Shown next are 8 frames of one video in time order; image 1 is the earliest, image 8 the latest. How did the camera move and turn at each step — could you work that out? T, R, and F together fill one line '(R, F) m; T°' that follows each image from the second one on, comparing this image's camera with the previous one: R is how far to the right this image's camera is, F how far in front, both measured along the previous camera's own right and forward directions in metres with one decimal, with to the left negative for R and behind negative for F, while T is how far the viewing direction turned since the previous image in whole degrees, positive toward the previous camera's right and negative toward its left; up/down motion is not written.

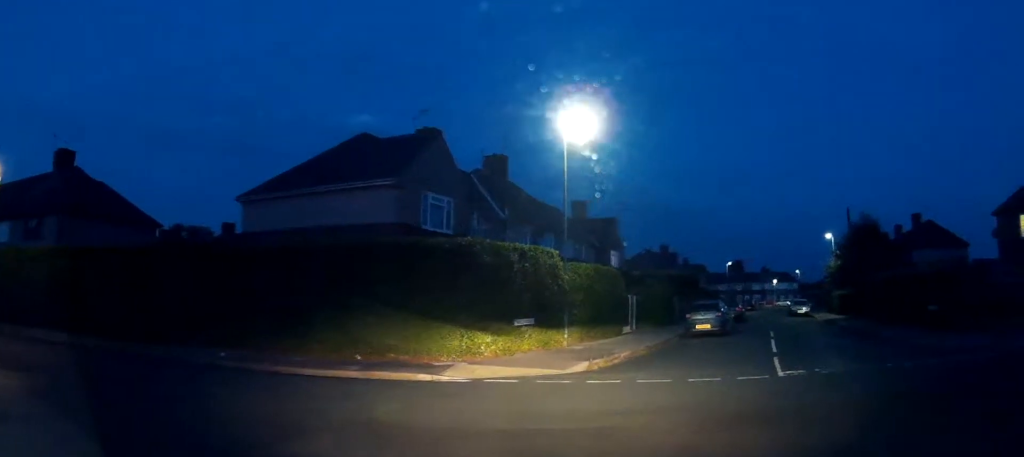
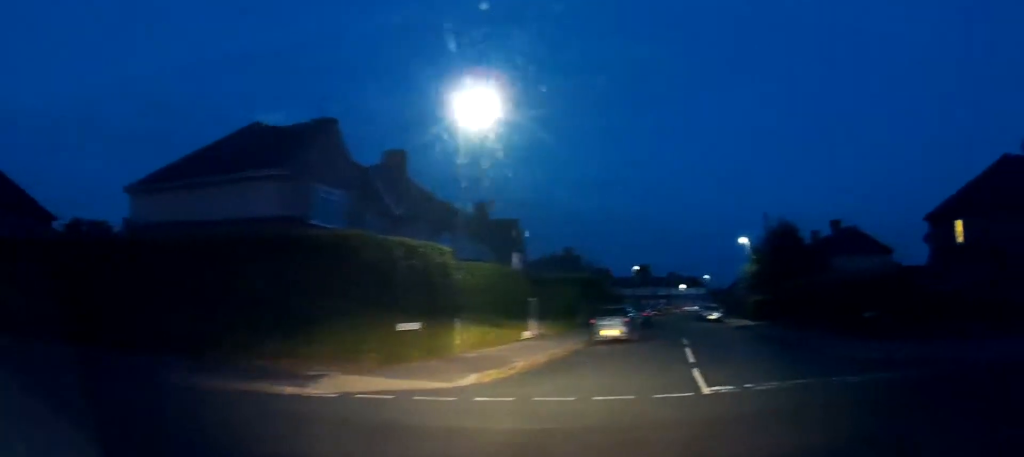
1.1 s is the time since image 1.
(-0.1, +1.5) m; +13°
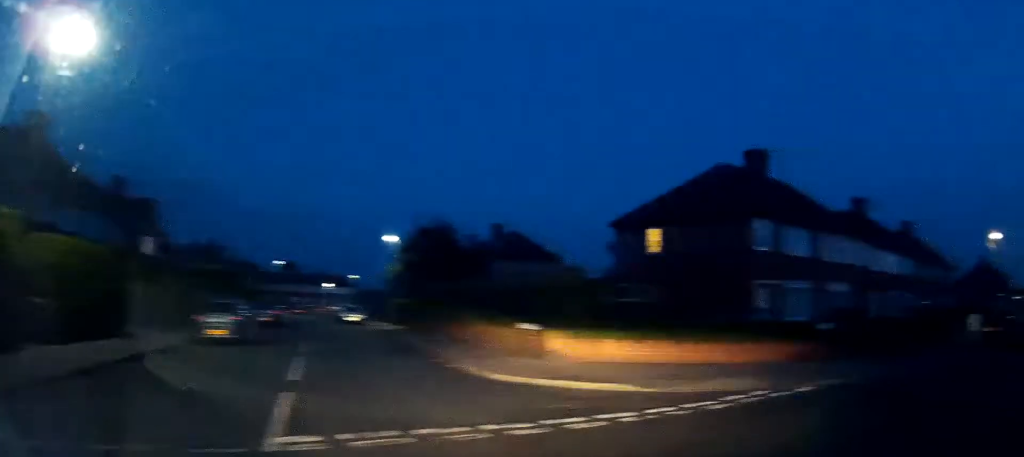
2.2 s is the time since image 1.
(+0.7, +2.5) m; +34°
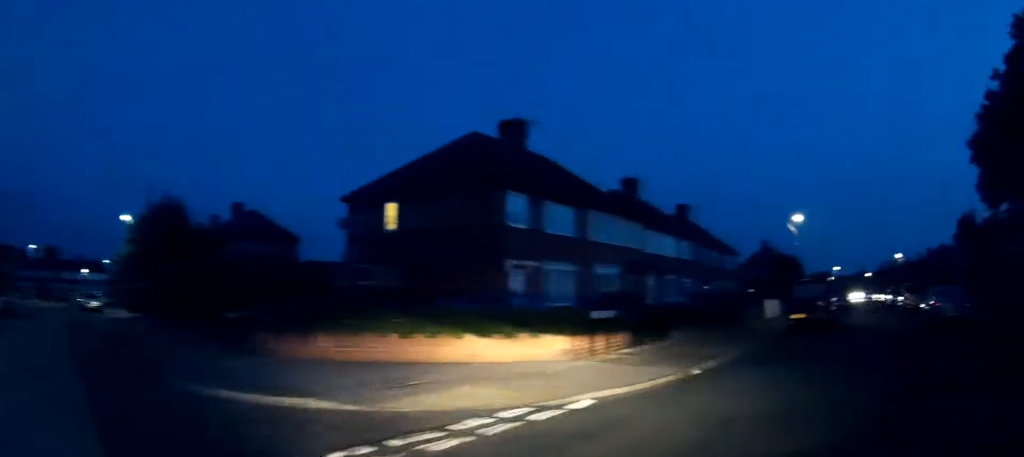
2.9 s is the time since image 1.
(+0.4, +2.0) m; +20°
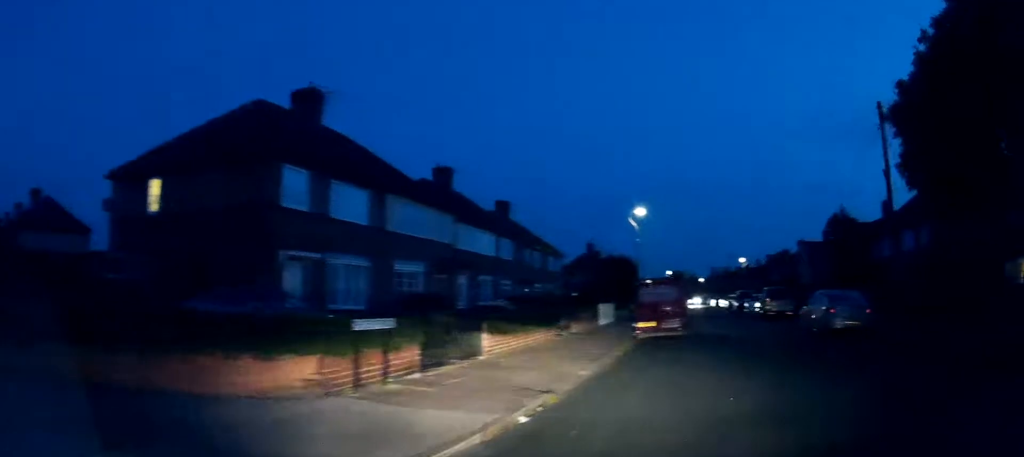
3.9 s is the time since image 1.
(+0.7, +3.3) m; +16°
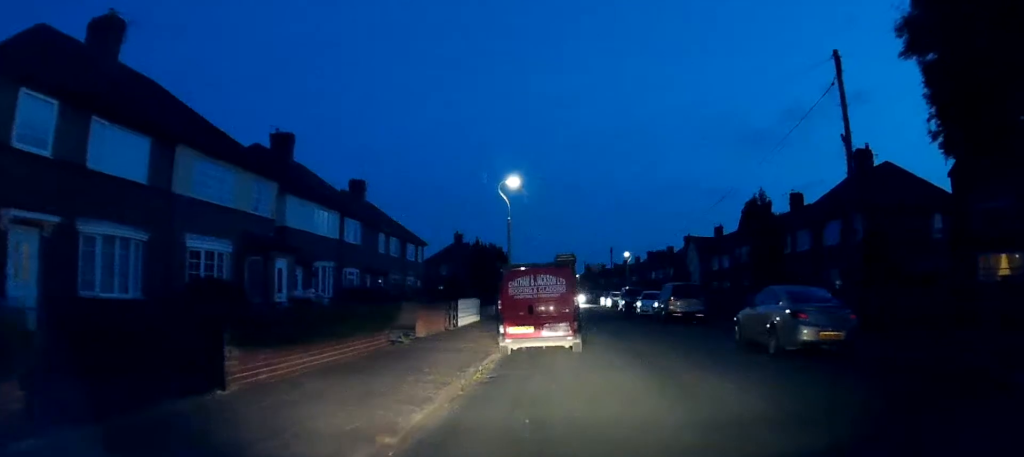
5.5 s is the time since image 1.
(+0.4, +5.7) m; +4°
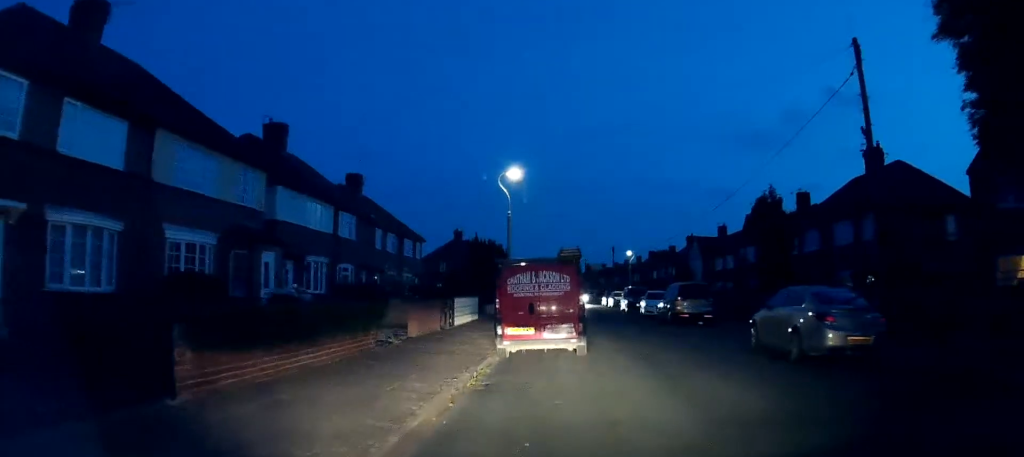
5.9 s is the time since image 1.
(0.0, +1.1) m; -2°
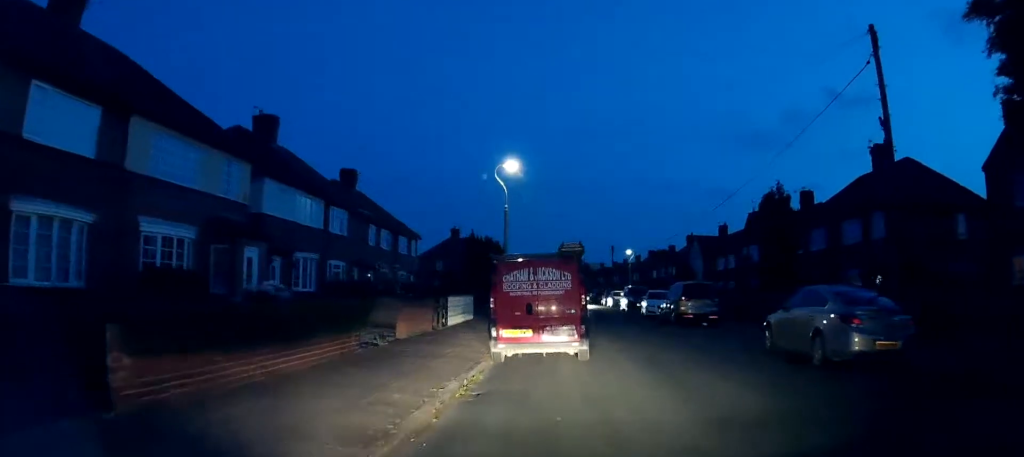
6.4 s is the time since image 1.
(0.0, +1.3) m; -3°
